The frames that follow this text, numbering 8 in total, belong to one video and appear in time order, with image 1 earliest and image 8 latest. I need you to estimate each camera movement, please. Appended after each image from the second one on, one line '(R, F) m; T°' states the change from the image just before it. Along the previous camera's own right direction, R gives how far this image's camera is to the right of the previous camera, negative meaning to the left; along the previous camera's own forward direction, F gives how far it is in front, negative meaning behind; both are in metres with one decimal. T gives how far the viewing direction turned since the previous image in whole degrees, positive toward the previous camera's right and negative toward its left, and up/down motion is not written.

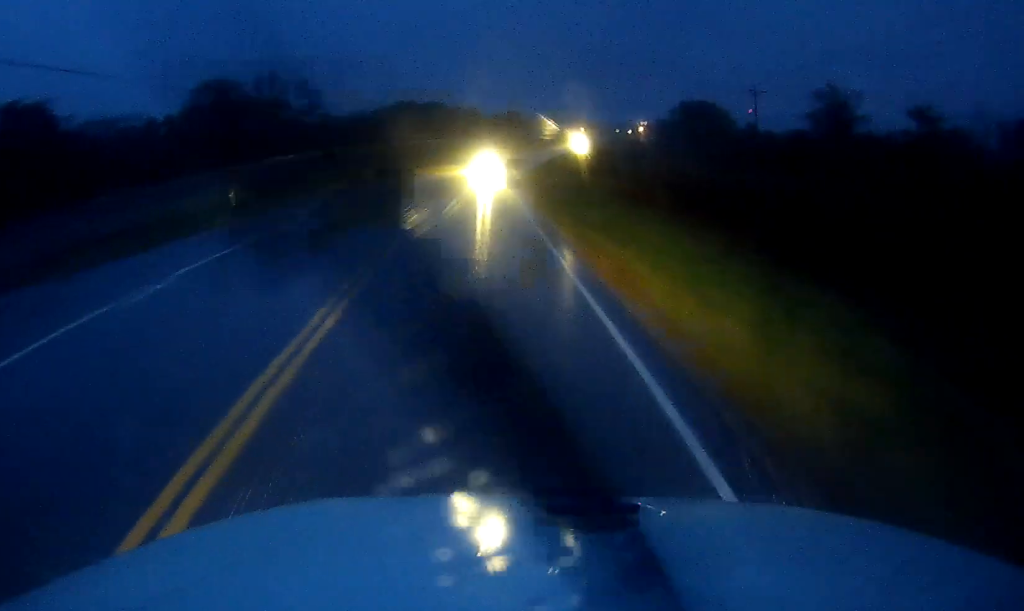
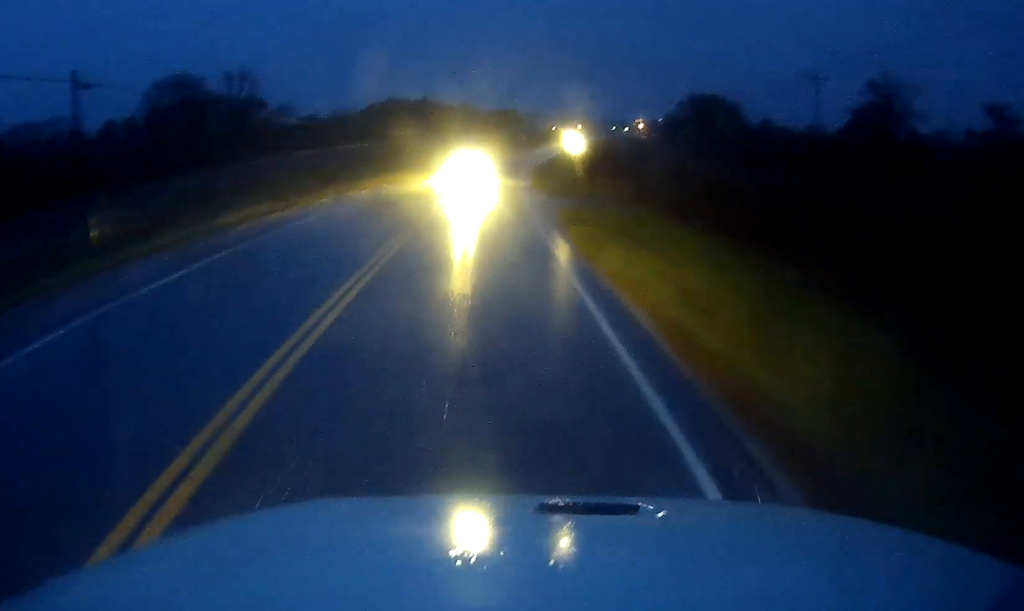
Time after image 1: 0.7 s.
(+0.1, +15.1) m; 0°
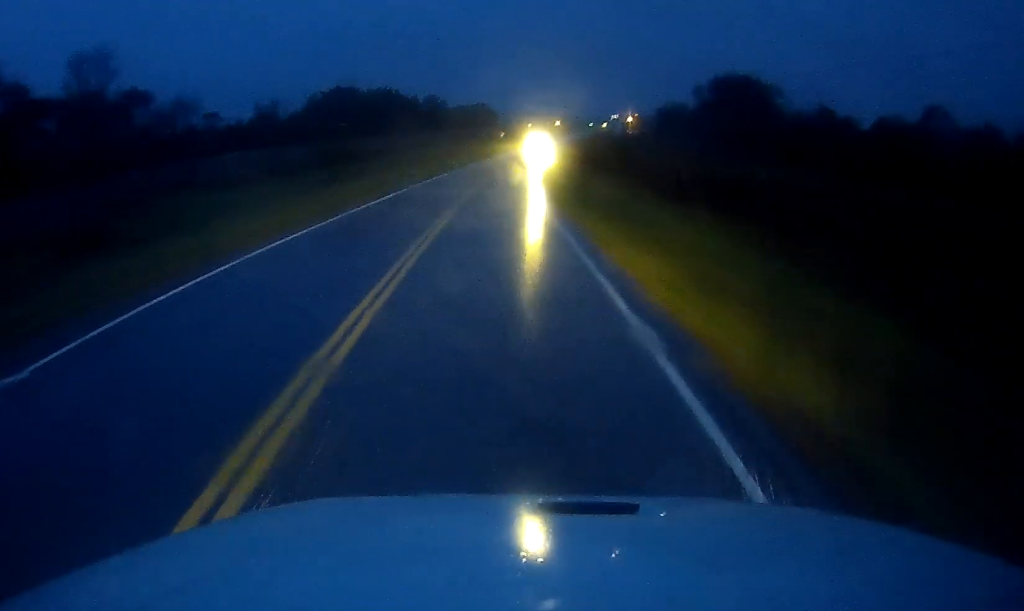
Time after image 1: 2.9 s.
(+0.8, +44.9) m; +3°
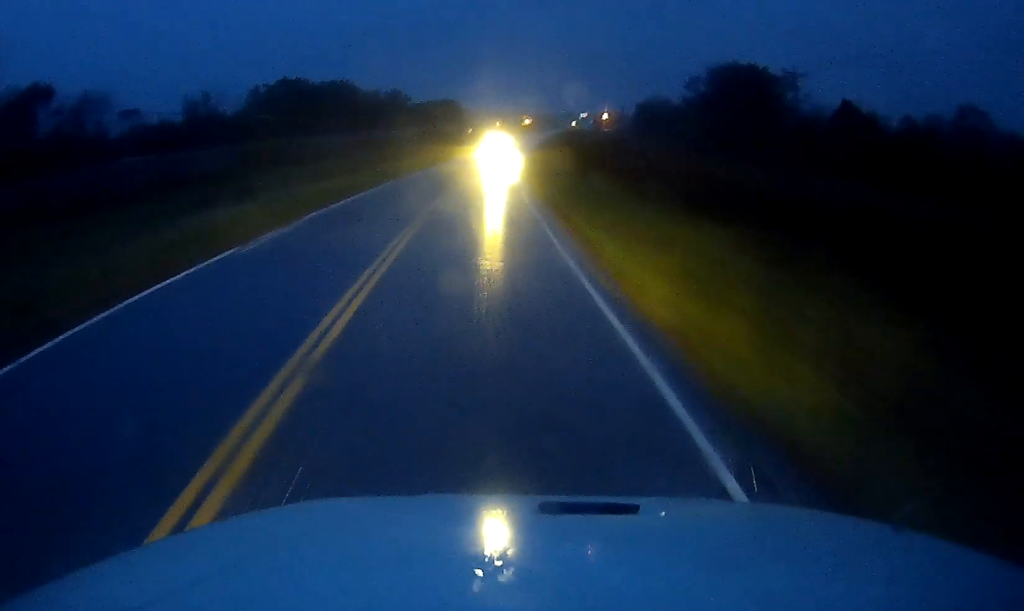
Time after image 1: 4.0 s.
(0.0, +19.8) m; 0°
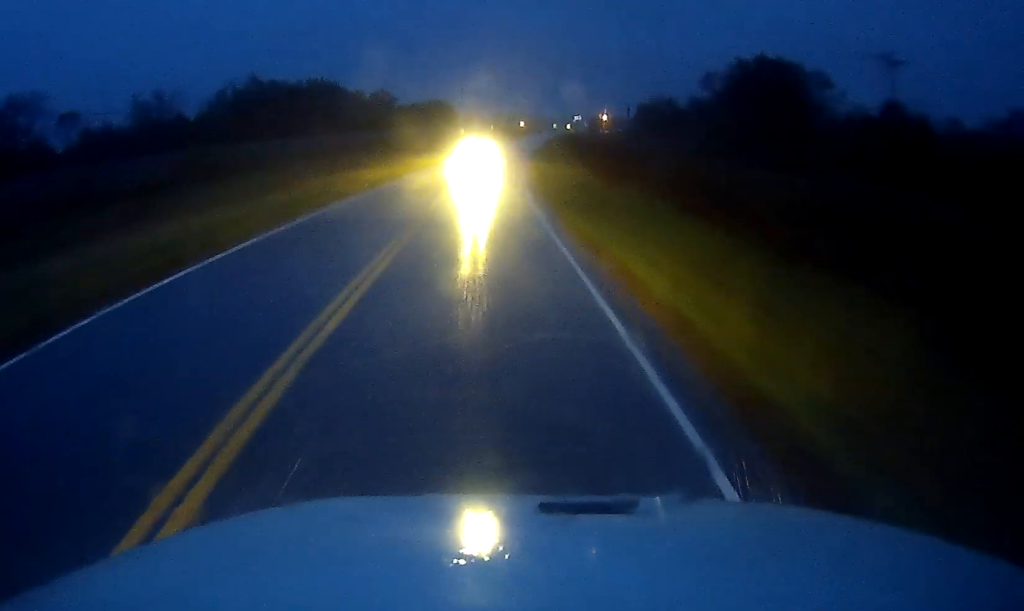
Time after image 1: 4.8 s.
(-0.1, +15.9) m; +1°
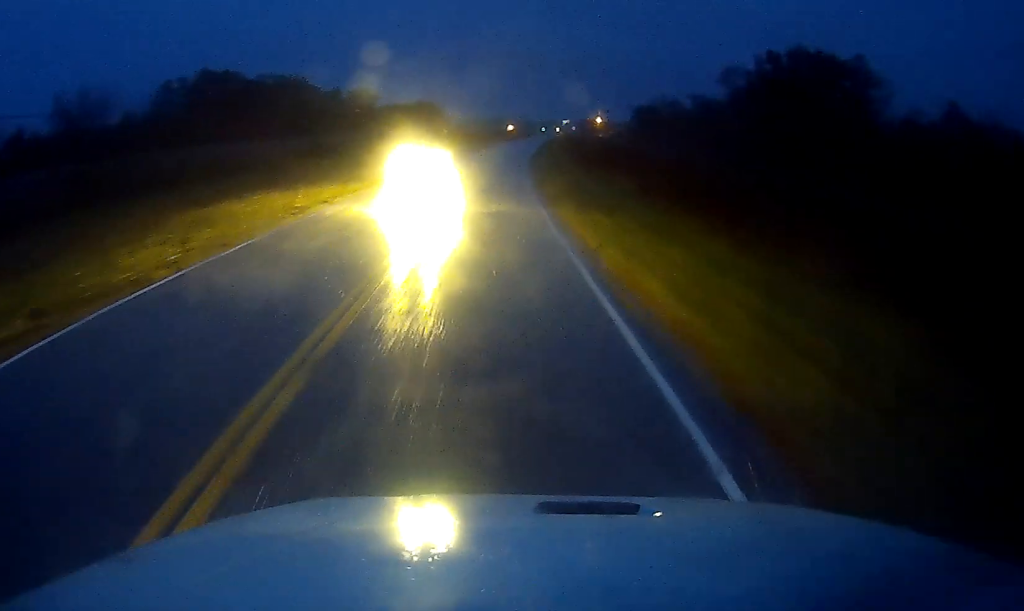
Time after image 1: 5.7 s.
(+0.5, +18.0) m; +3°
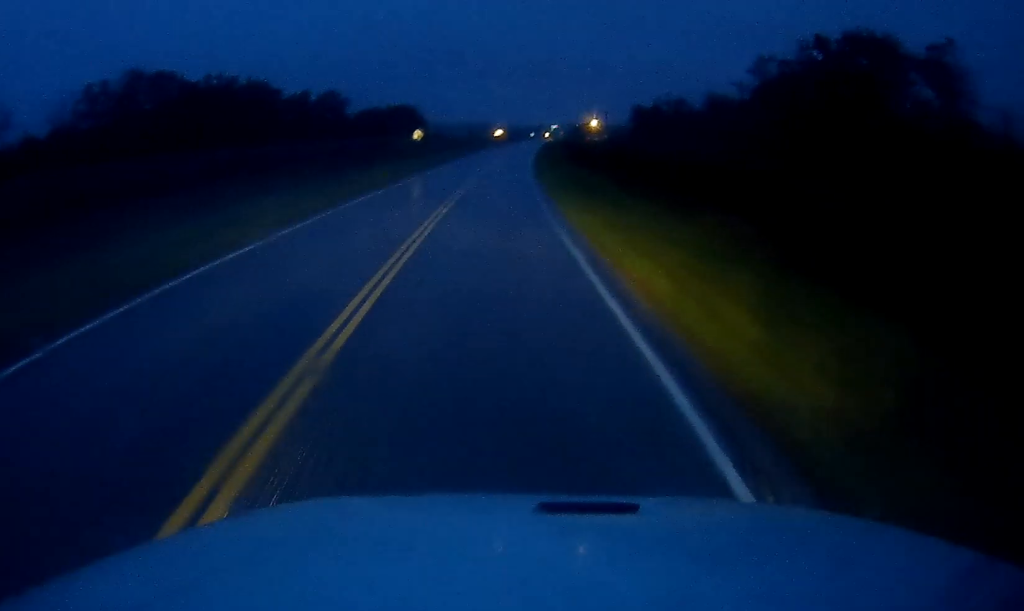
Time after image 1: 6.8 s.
(+0.3, +20.2) m; +1°
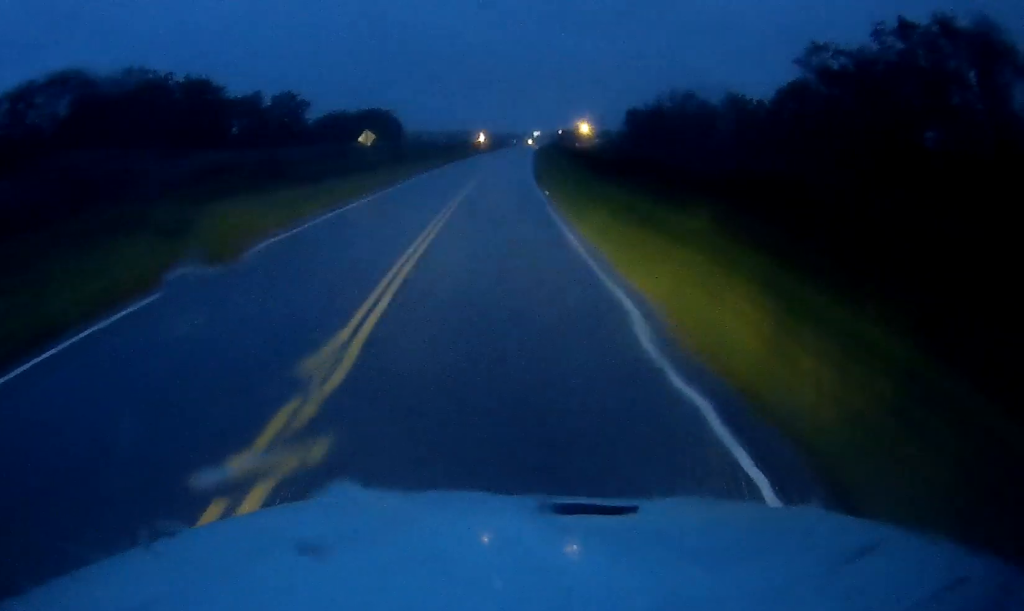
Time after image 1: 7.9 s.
(0.0, +21.7) m; +1°
